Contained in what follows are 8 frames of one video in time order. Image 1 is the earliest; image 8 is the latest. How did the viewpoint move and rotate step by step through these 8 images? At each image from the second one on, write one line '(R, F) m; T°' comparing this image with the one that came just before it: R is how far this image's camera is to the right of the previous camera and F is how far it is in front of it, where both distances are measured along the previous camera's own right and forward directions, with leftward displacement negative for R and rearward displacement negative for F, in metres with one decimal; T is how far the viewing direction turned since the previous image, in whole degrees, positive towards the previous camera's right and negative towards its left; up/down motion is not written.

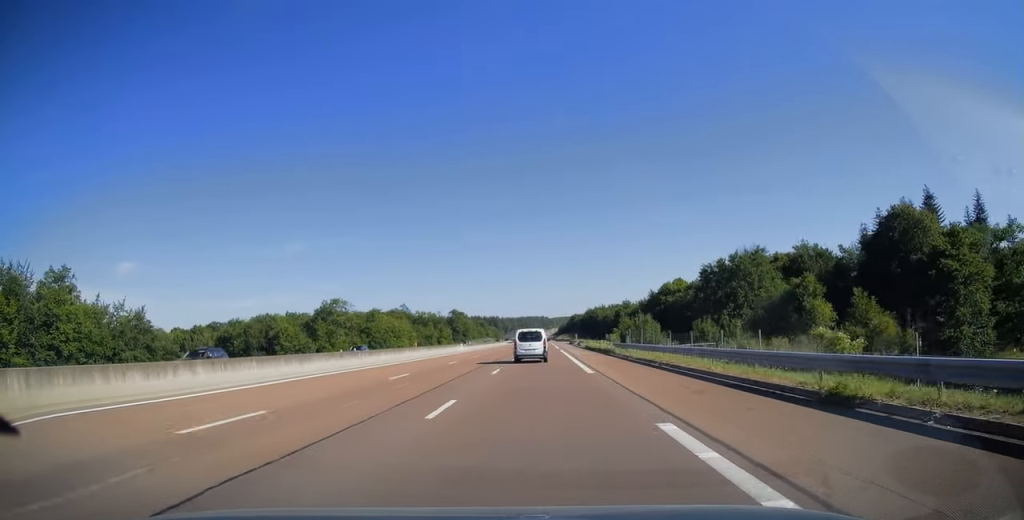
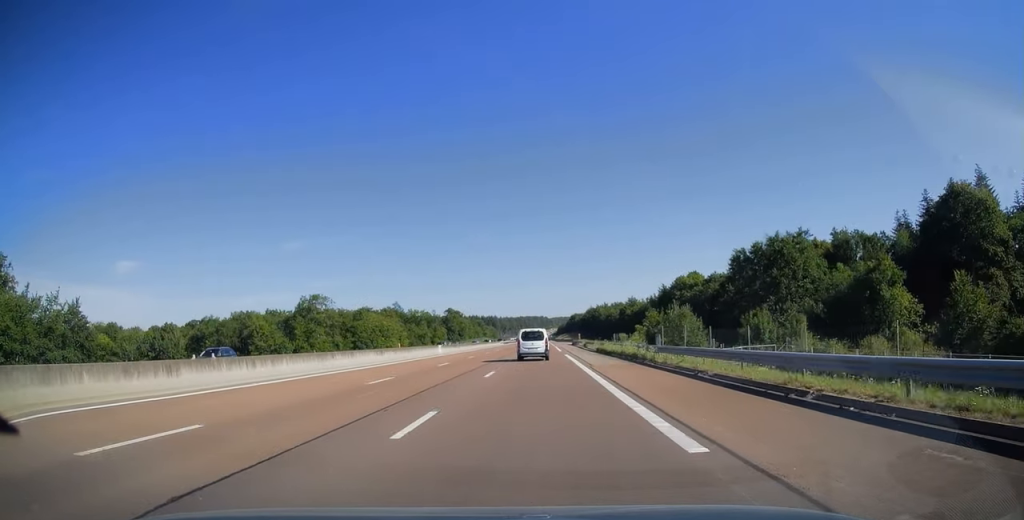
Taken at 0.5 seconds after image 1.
(0.0, +15.2) m; 0°
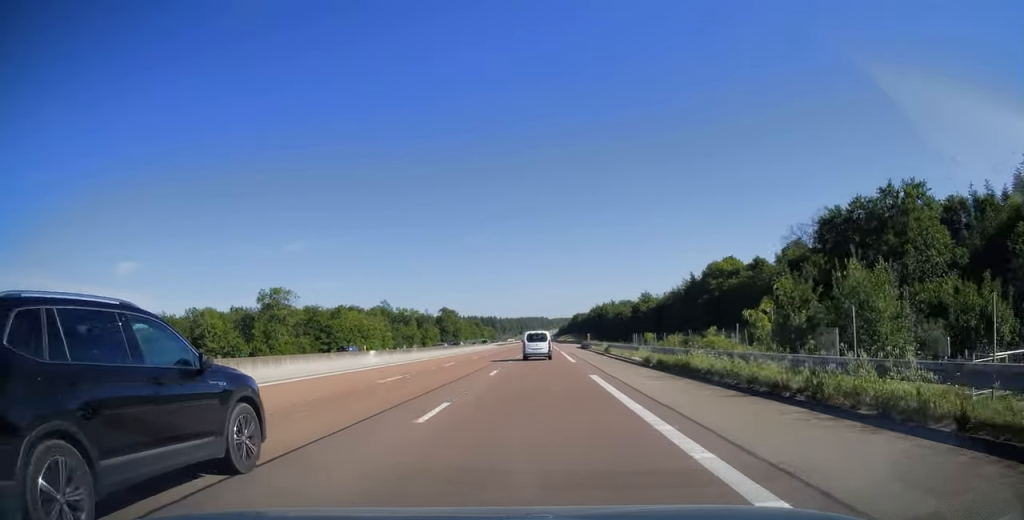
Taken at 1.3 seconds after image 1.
(0.0, +24.3) m; 0°
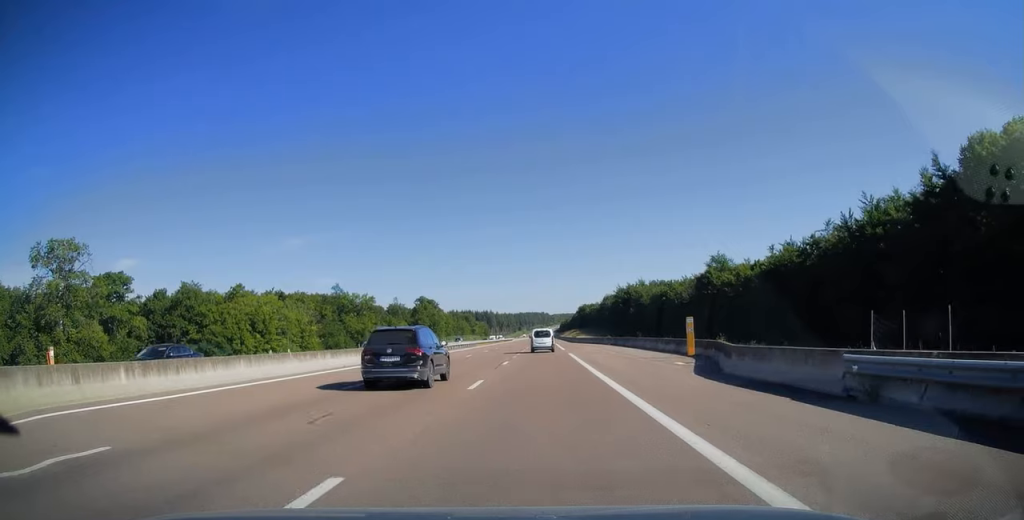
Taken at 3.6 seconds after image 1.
(-0.1, +69.0) m; 0°
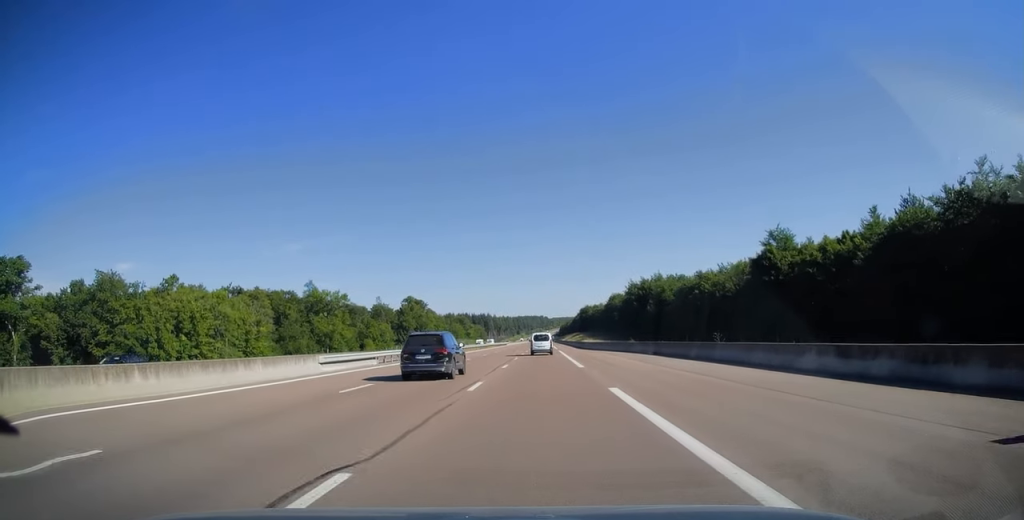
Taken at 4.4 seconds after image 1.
(0.0, +25.9) m; 0°
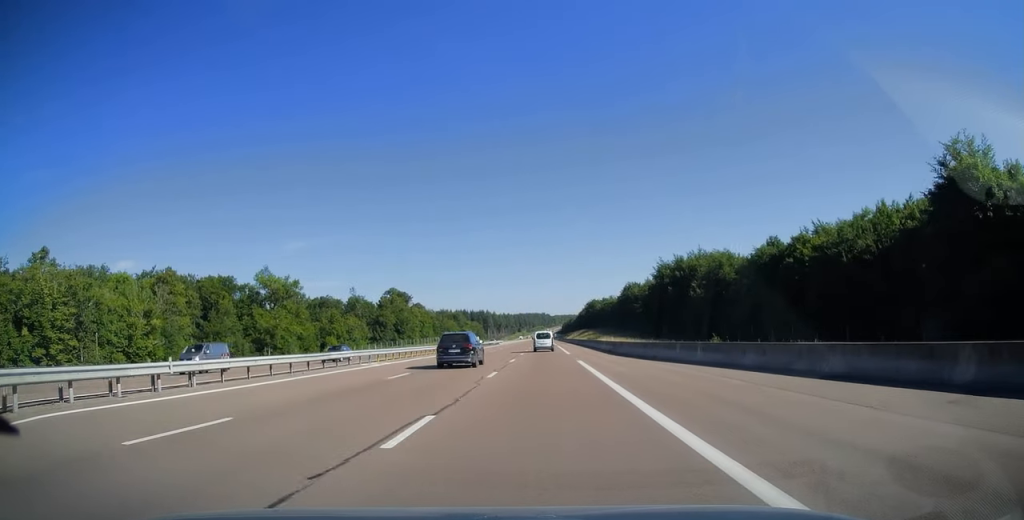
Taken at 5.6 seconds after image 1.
(0.0, +35.0) m; 0°
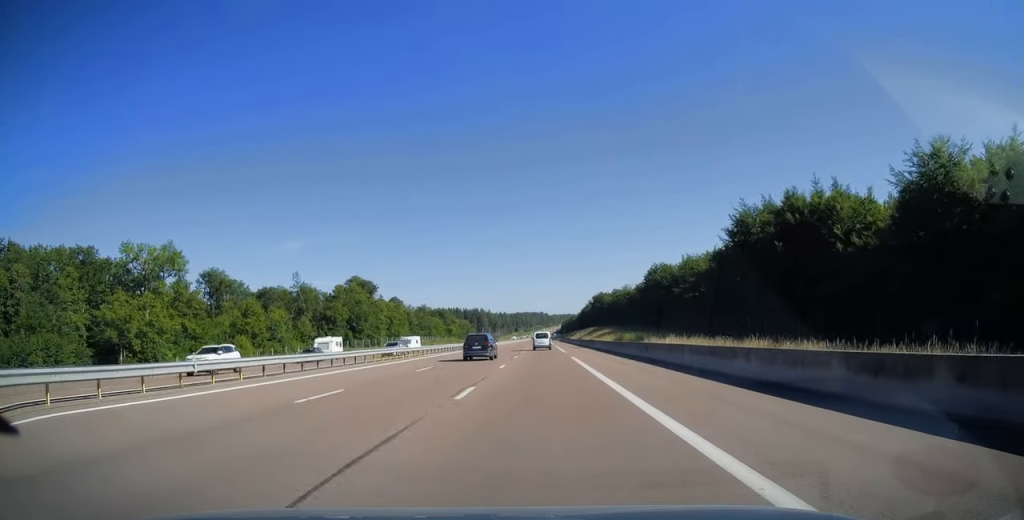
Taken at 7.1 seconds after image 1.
(-0.1, +46.4) m; 0°
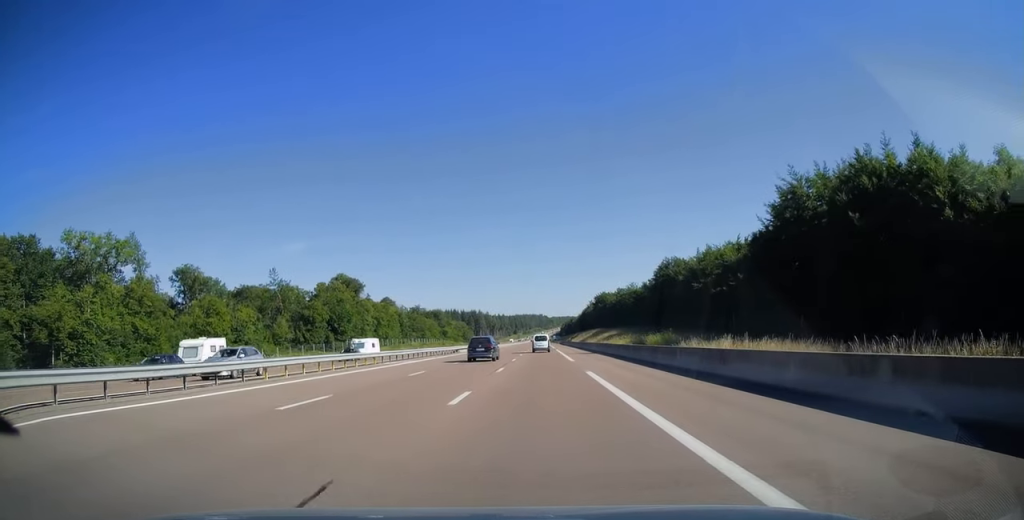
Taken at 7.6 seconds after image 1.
(0.0, +13.6) m; 0°
